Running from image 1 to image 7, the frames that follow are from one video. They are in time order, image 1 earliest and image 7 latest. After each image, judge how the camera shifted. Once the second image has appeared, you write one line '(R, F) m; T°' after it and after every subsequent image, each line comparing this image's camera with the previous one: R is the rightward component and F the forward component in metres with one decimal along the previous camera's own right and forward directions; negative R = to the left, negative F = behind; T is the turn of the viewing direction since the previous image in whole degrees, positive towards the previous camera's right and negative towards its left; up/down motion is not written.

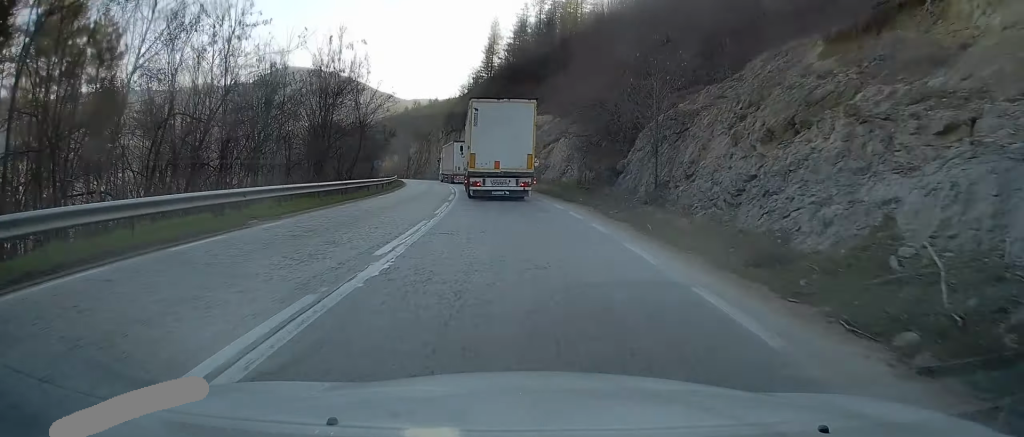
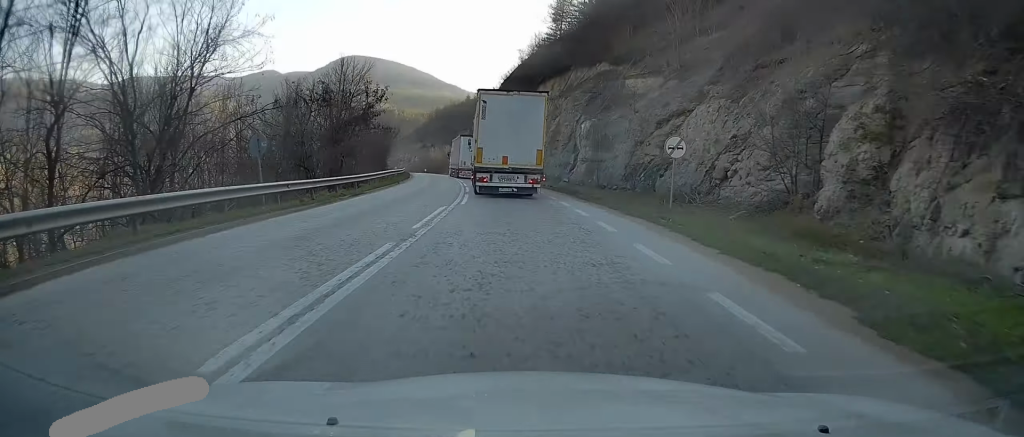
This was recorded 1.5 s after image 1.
(-2.2, +32.5) m; -6°
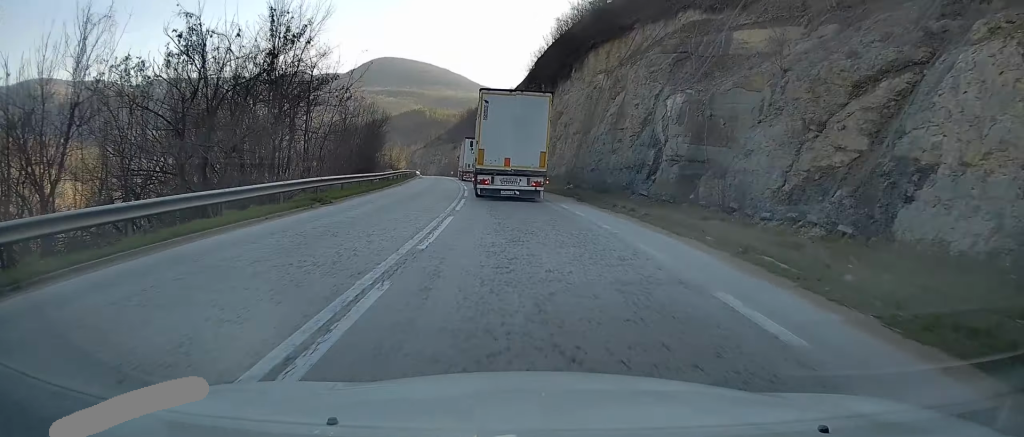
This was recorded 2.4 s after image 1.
(-0.2, +20.1) m; -3°
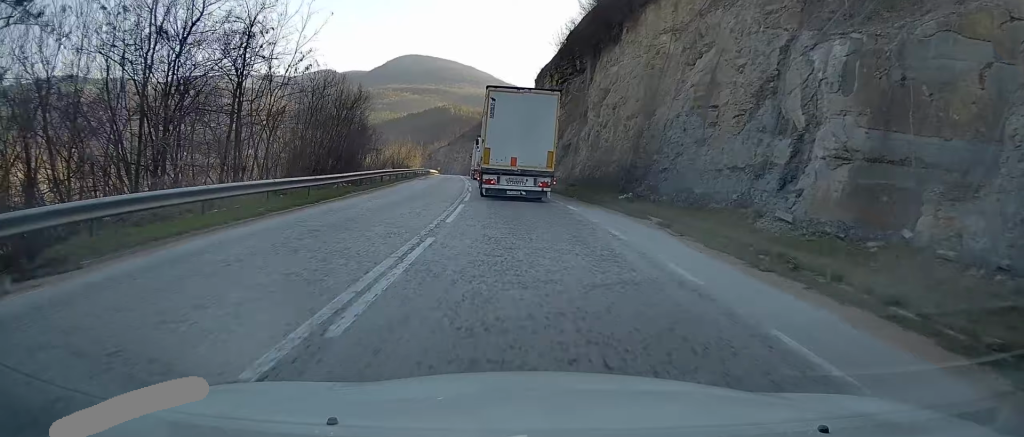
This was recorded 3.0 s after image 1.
(-0.4, +13.6) m; -3°
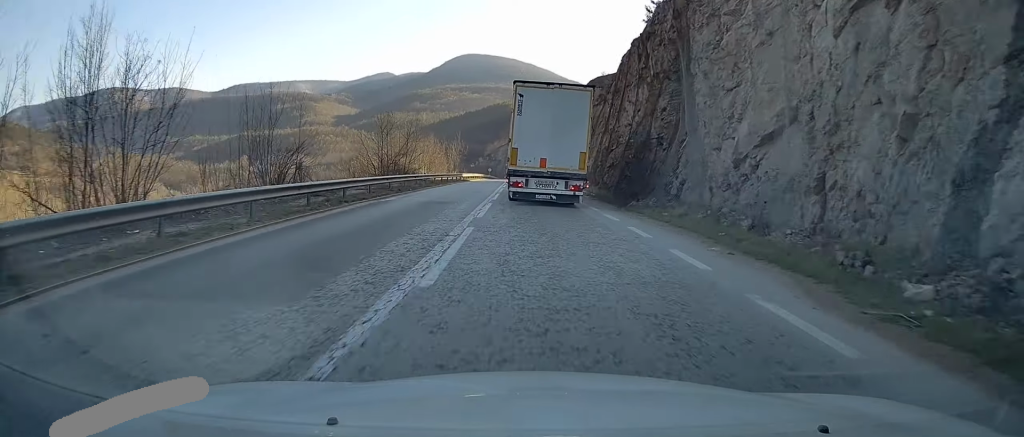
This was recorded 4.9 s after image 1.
(-2.1, +43.9) m; -4°
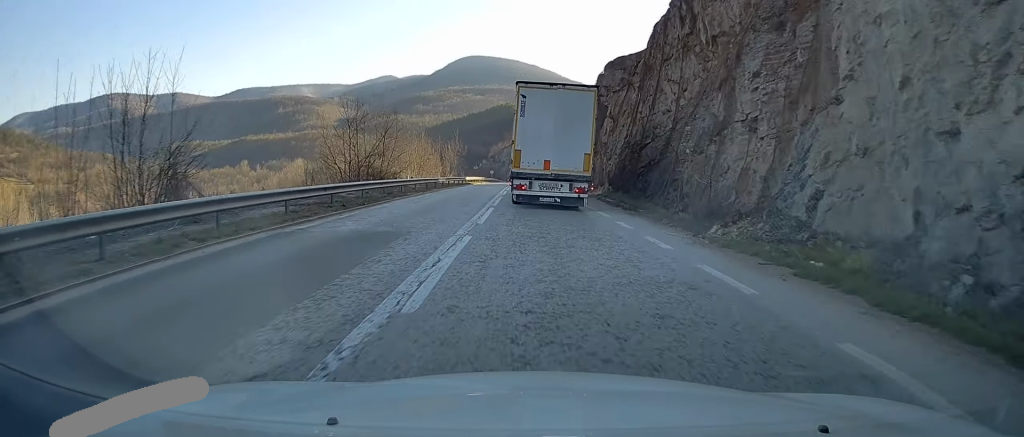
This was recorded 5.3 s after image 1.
(0.0, +10.0) m; 0°
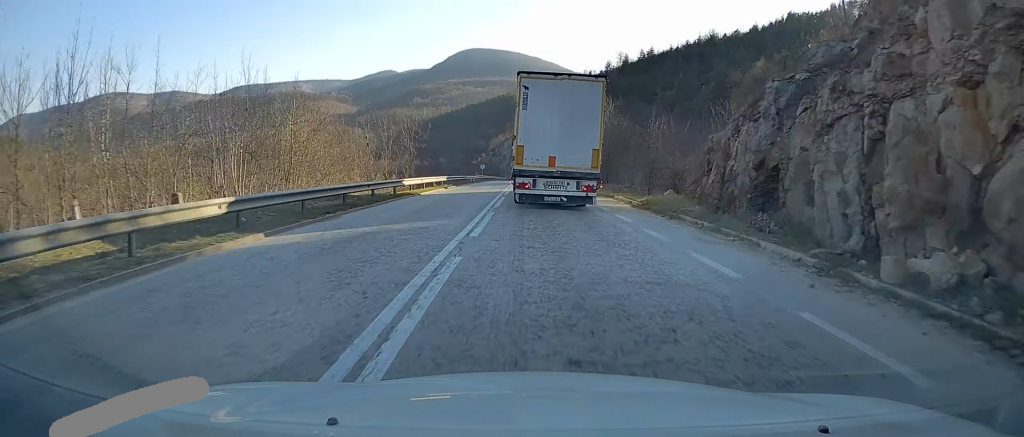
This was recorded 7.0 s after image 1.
(0.0, +39.5) m; 0°
